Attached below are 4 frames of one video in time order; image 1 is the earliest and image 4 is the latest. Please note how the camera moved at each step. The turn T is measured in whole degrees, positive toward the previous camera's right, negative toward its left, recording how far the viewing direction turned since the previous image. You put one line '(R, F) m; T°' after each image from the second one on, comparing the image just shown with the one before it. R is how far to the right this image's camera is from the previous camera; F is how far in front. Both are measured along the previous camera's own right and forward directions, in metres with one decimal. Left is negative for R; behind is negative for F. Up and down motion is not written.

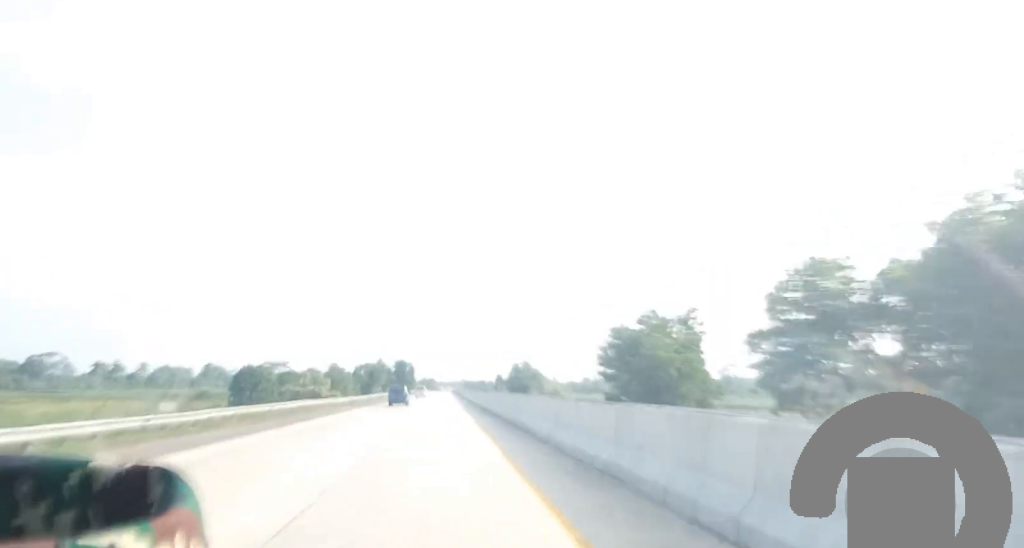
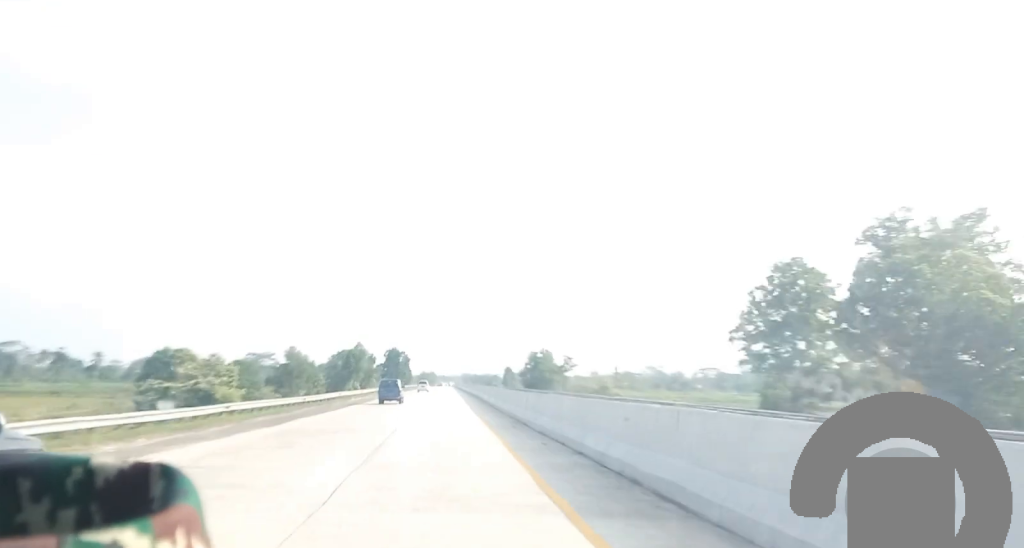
(+0.3, +51.0) m; +1°
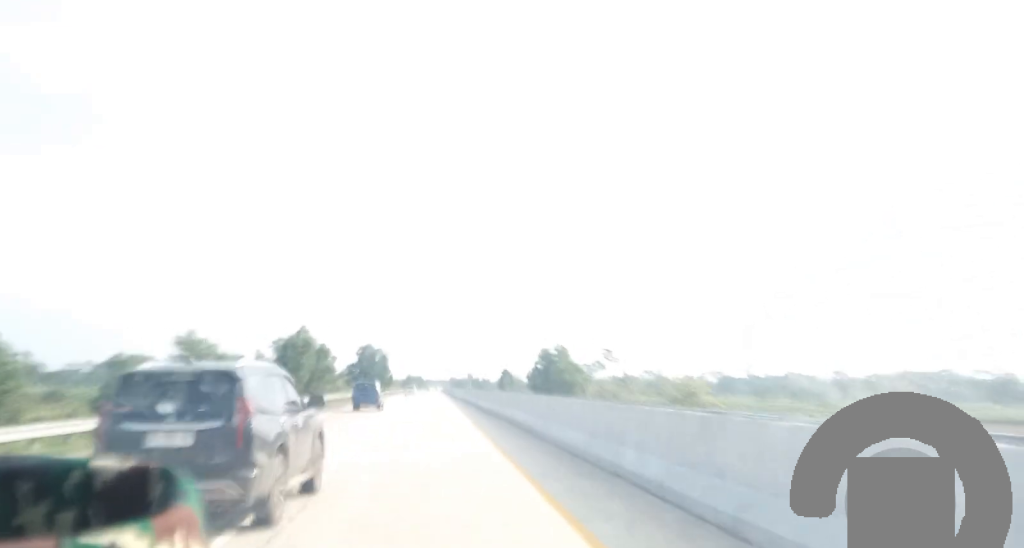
(-0.1, +49.8) m; 0°
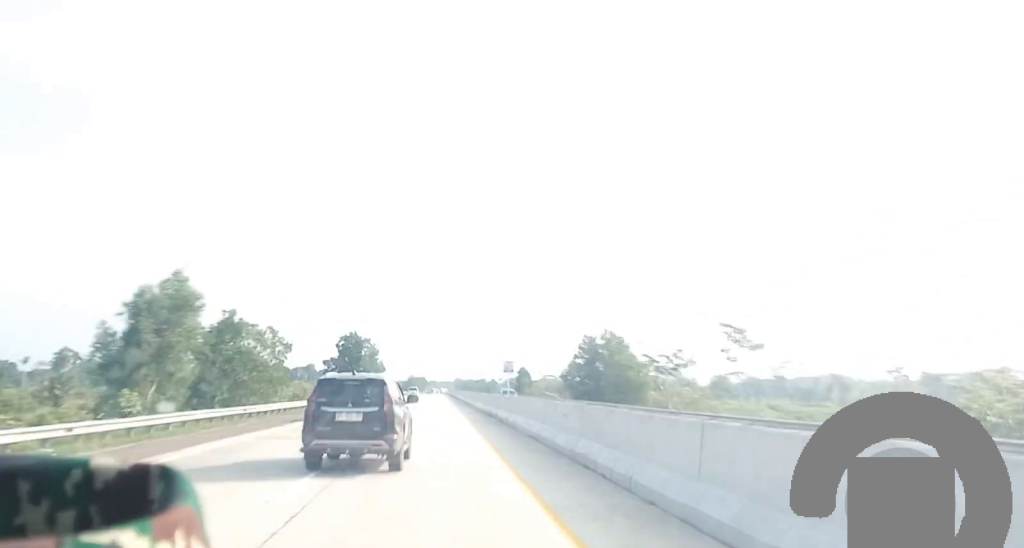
(+0.6, +45.6) m; +1°
